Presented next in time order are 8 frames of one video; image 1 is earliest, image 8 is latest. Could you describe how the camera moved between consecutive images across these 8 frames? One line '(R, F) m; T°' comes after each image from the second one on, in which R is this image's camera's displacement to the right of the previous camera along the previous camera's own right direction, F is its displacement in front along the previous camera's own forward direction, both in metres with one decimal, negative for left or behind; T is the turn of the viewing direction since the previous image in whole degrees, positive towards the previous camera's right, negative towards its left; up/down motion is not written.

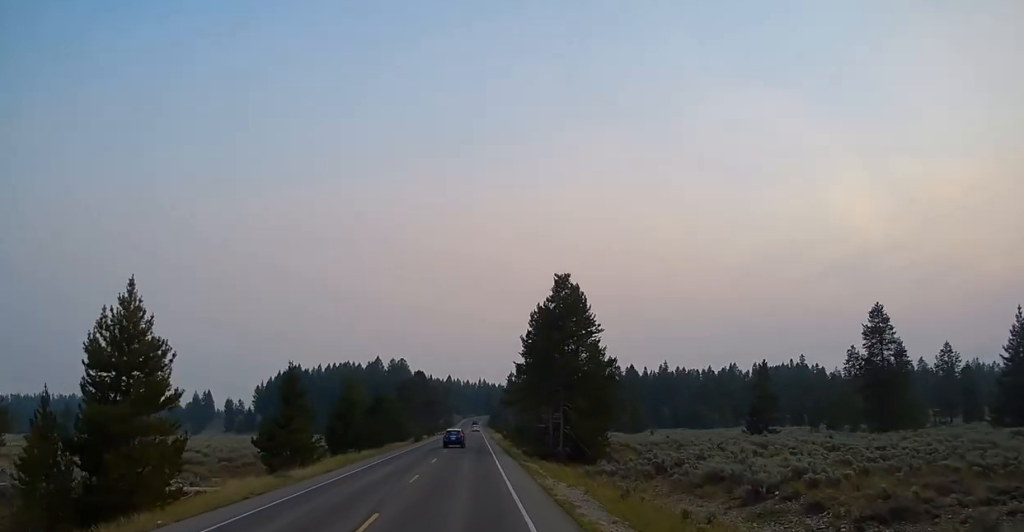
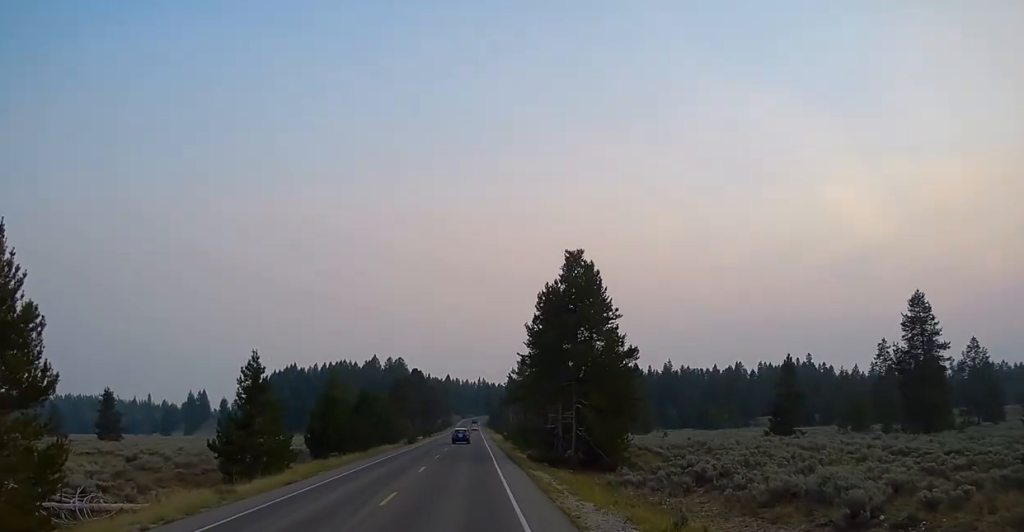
(0.0, +7.2) m; 0°
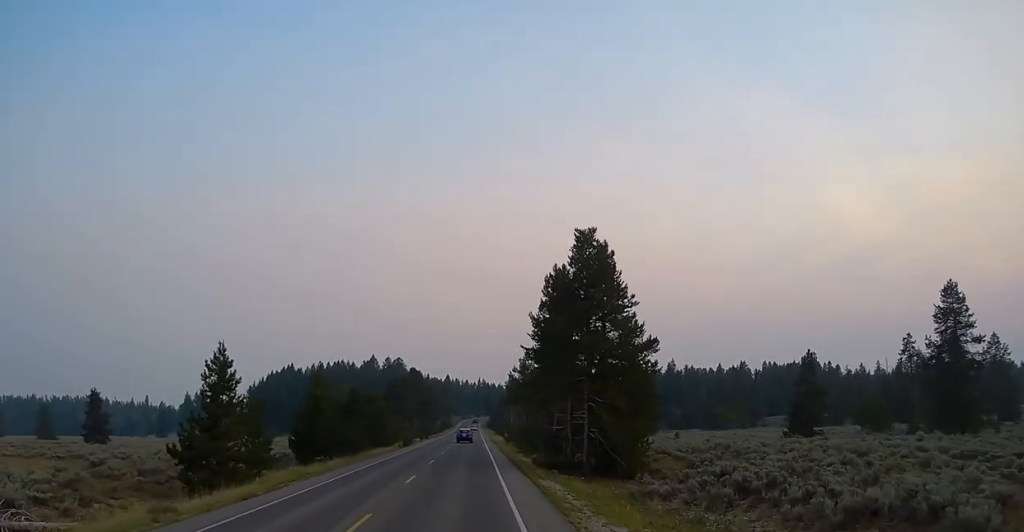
(0.0, +5.1) m; 0°
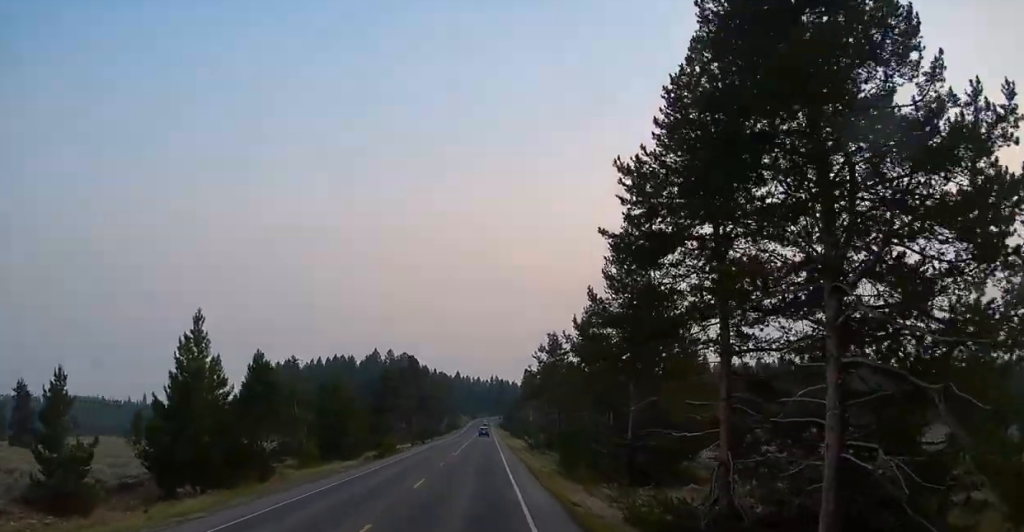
(-0.9, +25.2) m; -4°
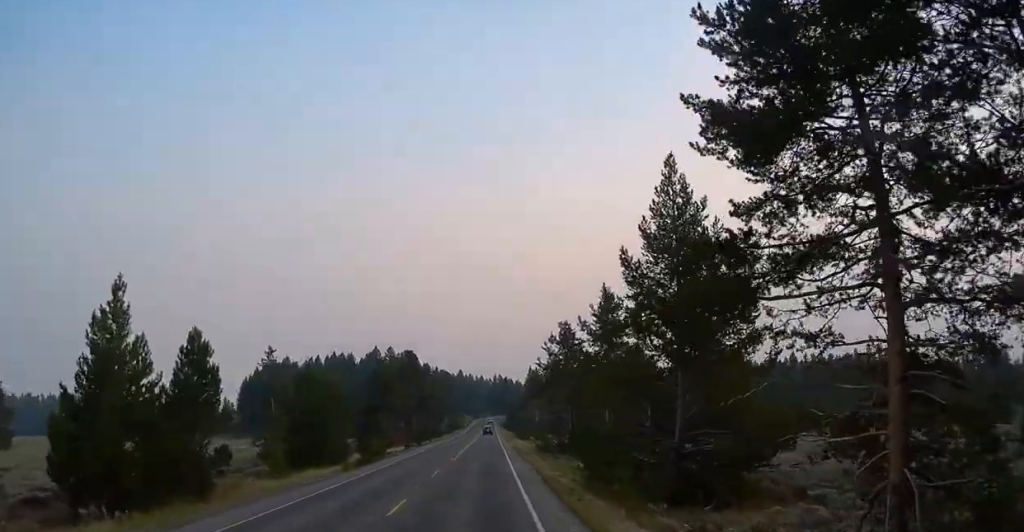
(-0.3, +7.2) m; 0°
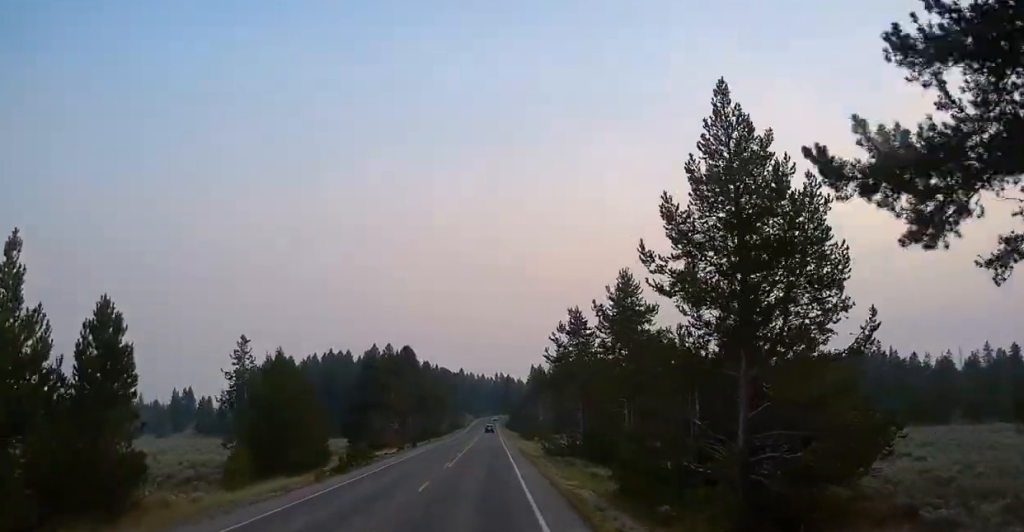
(+0.3, +6.6) m; +3°
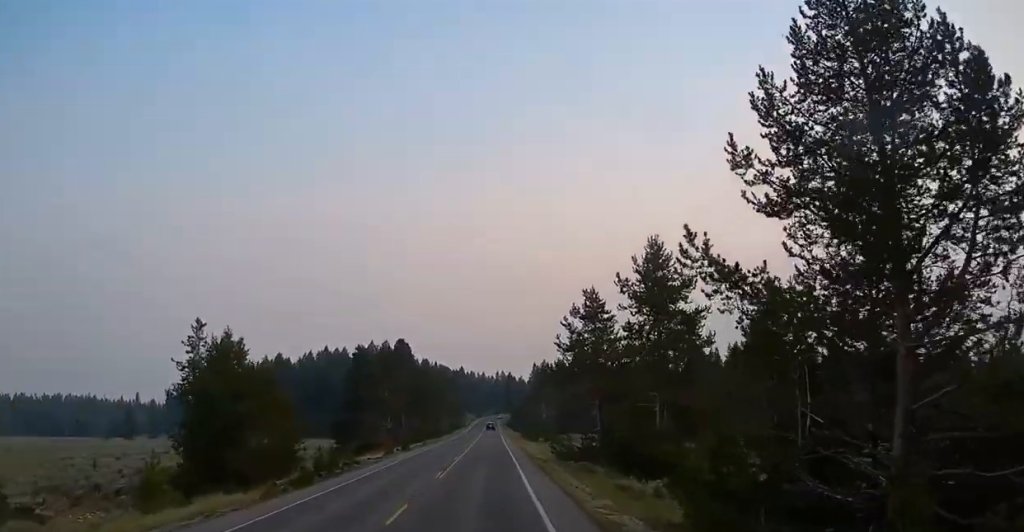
(+0.1, +7.9) m; +2°
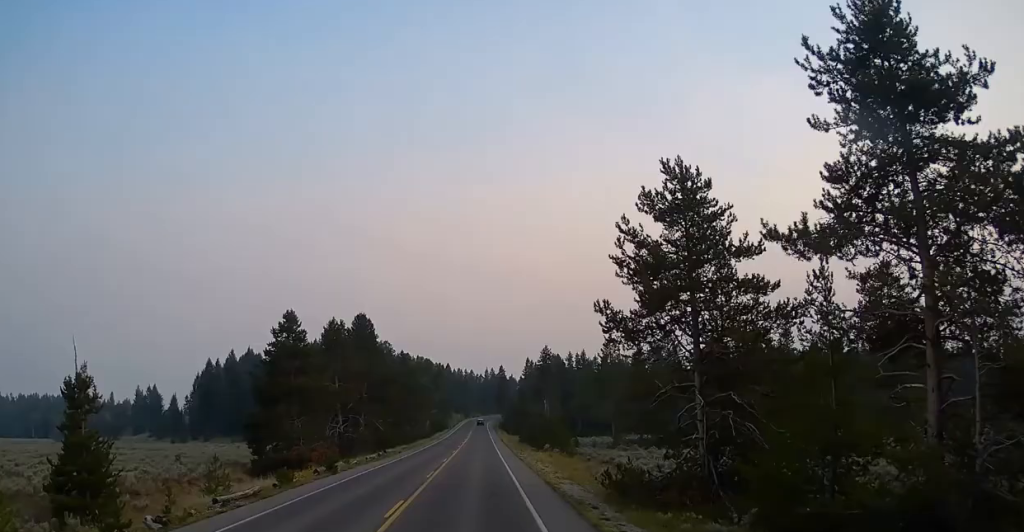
(-0.3, +22.7) m; -3°
